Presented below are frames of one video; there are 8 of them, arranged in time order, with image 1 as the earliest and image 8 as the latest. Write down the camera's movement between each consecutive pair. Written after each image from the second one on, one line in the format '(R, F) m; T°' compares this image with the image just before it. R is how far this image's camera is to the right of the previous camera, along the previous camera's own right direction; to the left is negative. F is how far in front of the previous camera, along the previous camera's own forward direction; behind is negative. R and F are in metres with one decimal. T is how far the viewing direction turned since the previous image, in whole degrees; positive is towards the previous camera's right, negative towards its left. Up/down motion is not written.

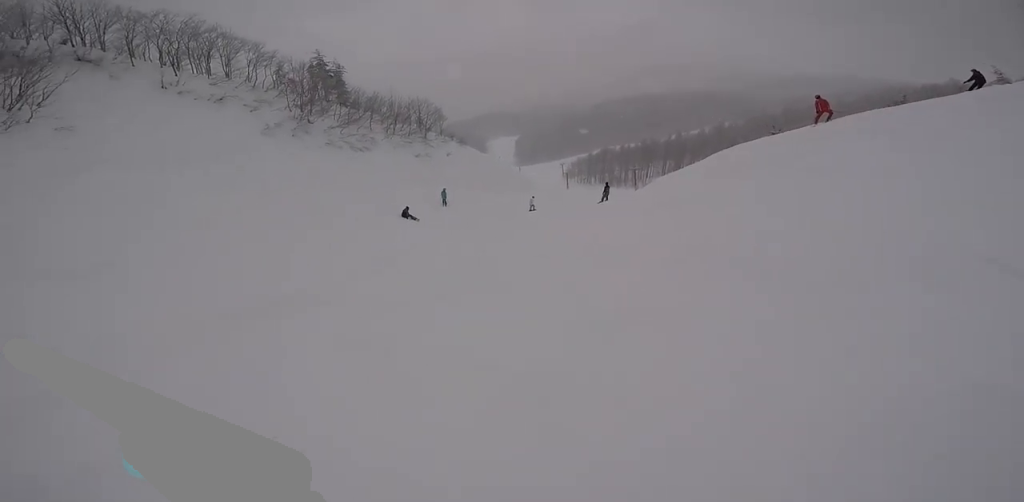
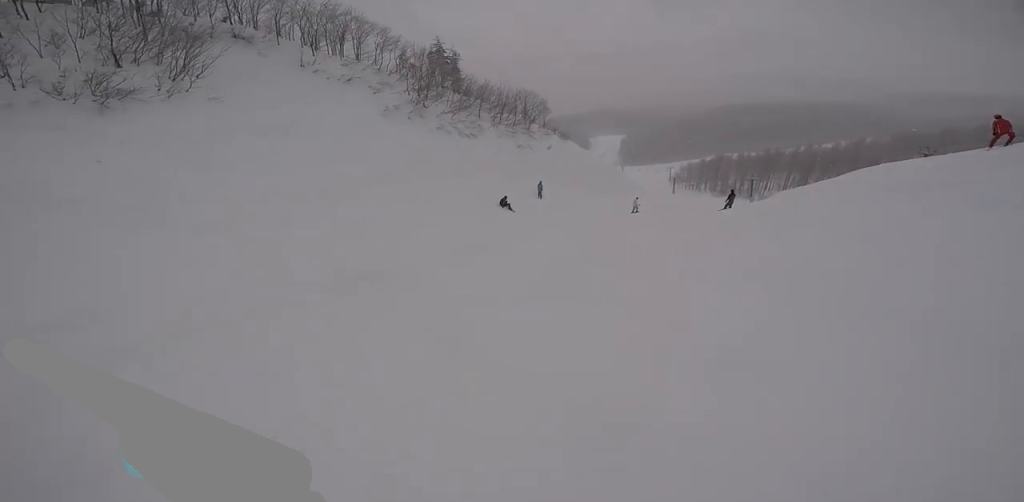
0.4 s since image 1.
(-0.3, +1.4) m; -9°
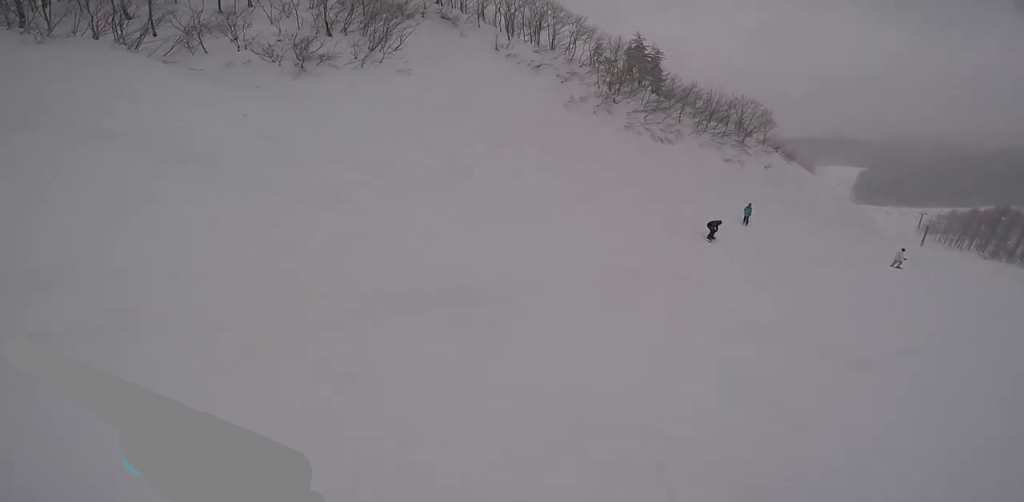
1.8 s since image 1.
(+0.7, +4.9) m; -3°
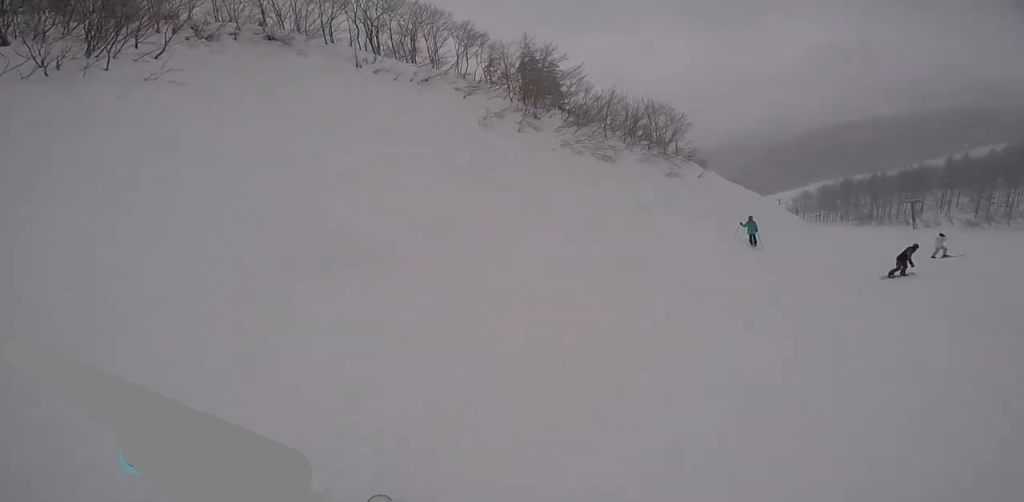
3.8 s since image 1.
(-1.9, +7.7) m; -2°
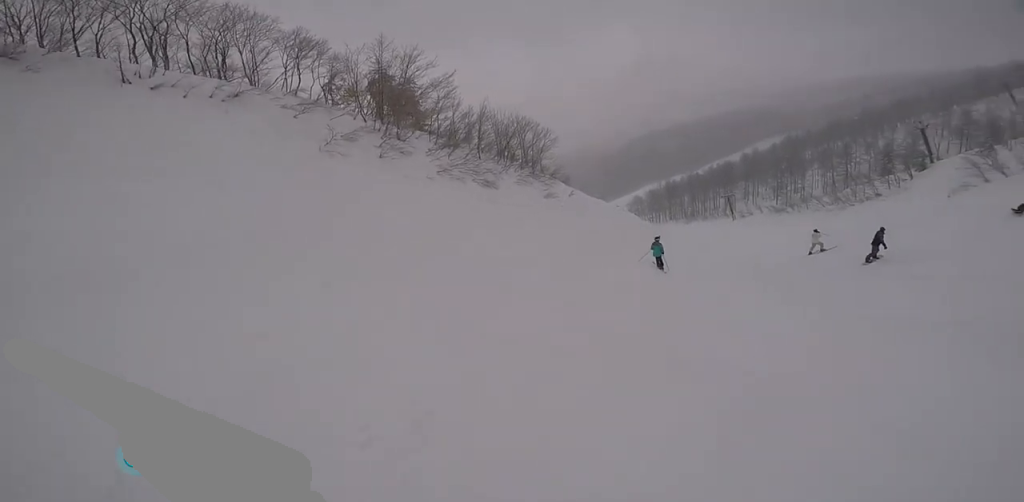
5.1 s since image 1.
(+0.9, +5.5) m; +38°
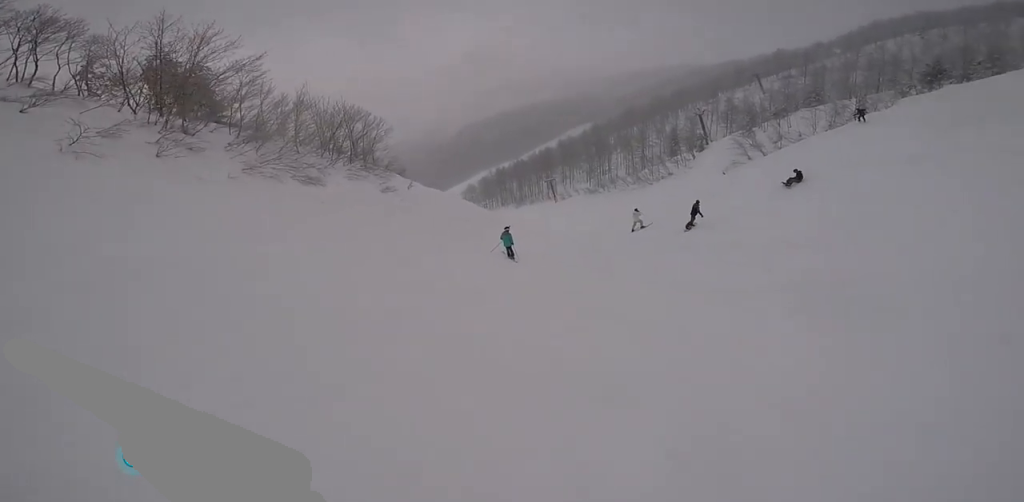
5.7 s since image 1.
(+0.7, +1.7) m; +24°
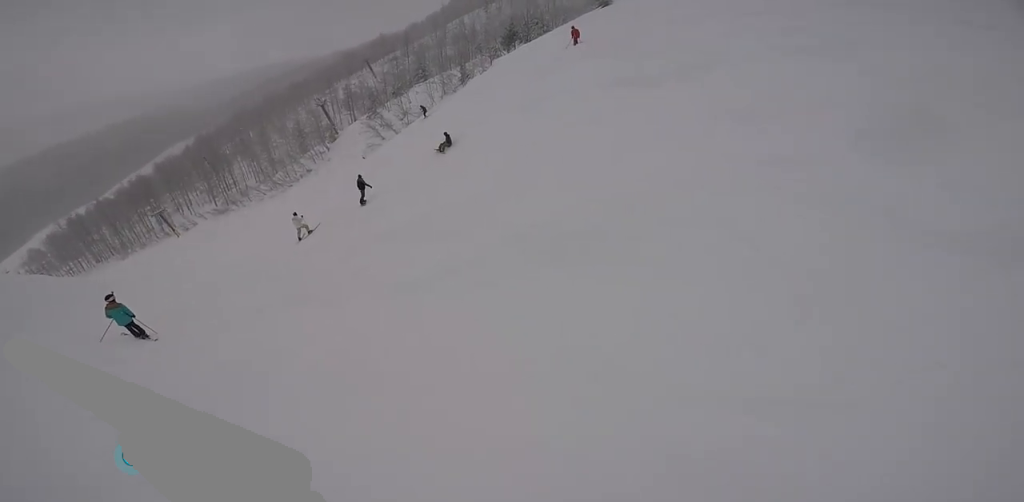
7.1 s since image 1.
(+2.5, +4.1) m; +54°
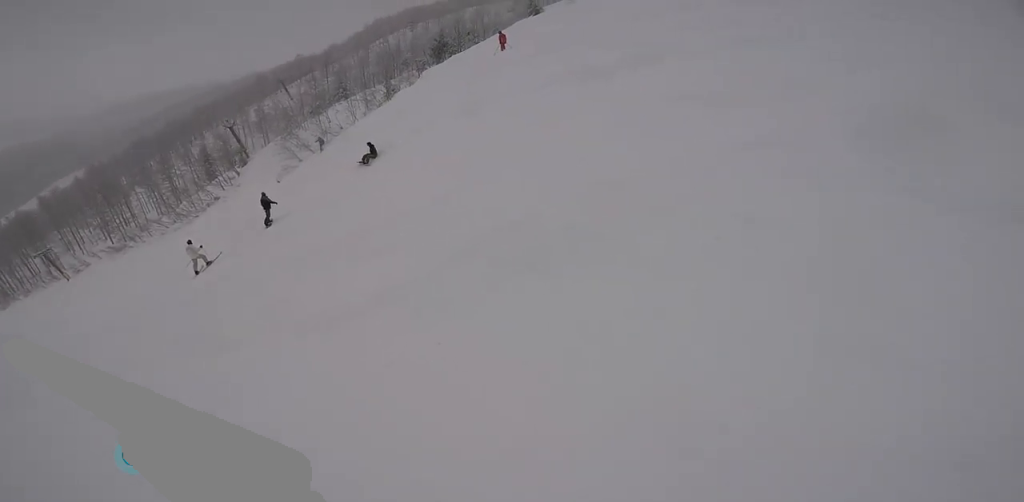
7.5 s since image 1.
(+0.2, +1.4) m; +10°
